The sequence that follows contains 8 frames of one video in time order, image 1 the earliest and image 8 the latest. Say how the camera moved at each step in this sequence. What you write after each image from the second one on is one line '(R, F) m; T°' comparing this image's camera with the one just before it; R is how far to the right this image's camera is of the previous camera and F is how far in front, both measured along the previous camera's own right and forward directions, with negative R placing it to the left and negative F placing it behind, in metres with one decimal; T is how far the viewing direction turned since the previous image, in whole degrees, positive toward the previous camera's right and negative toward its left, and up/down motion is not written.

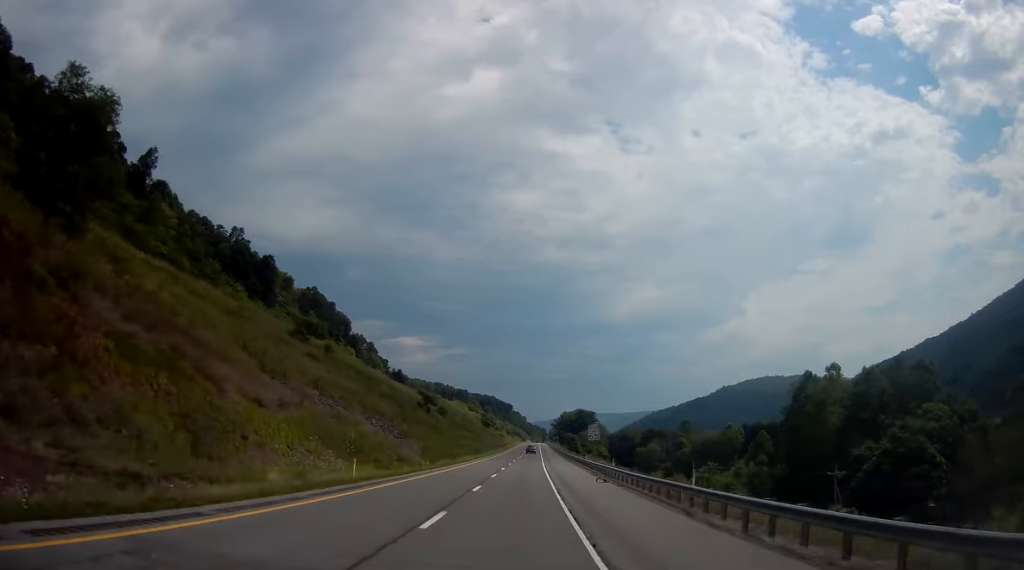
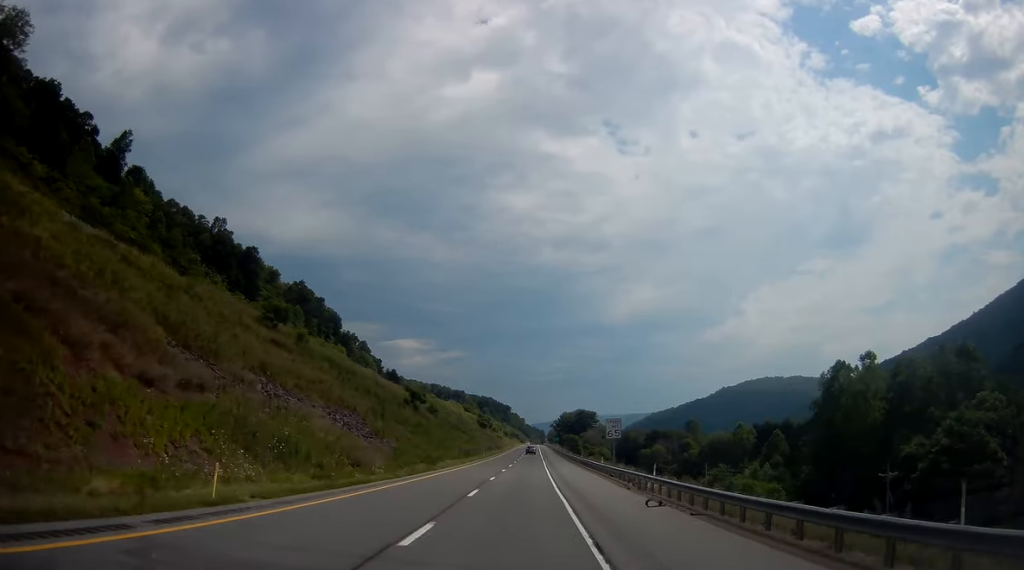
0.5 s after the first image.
(+0.2, +14.9) m; 0°
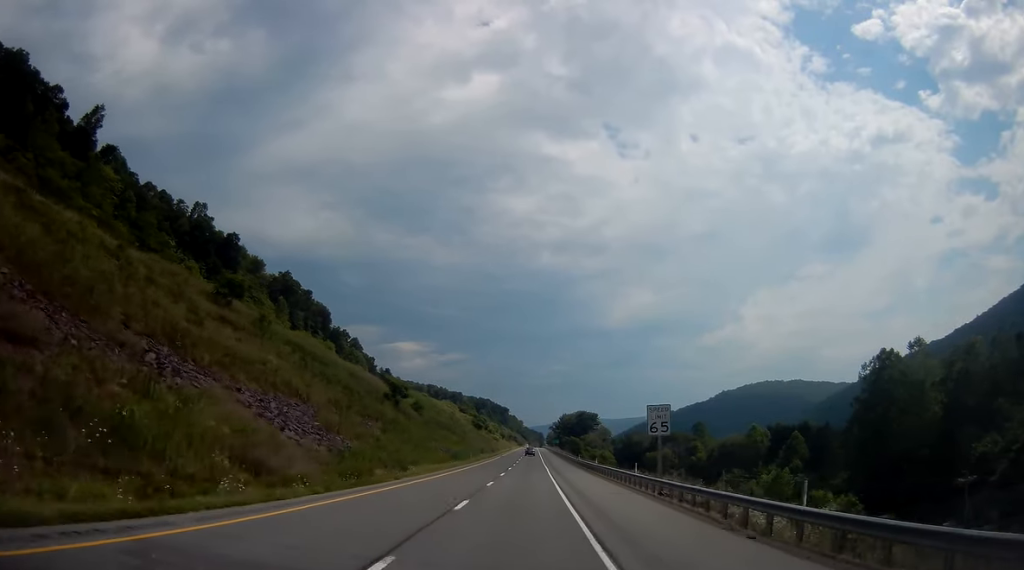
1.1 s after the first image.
(+0.1, +16.9) m; 0°
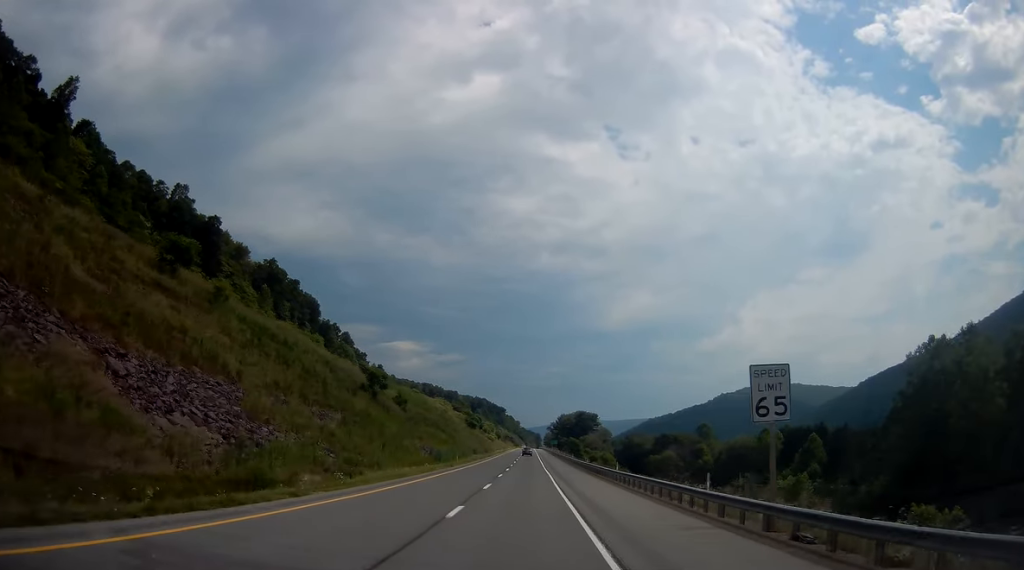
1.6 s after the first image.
(0.0, +14.9) m; 0°
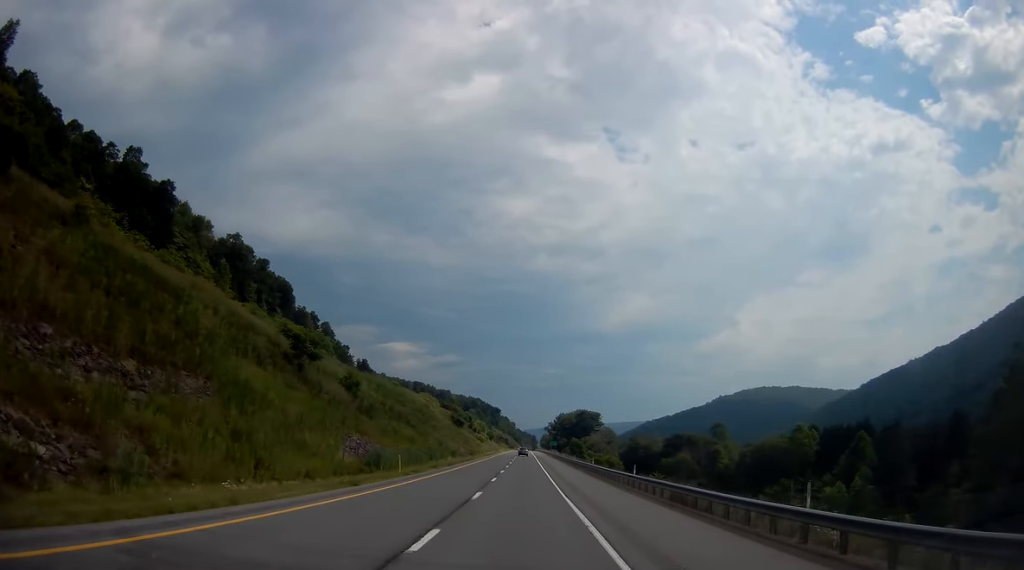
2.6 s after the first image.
(0.0, +30.8) m; 0°
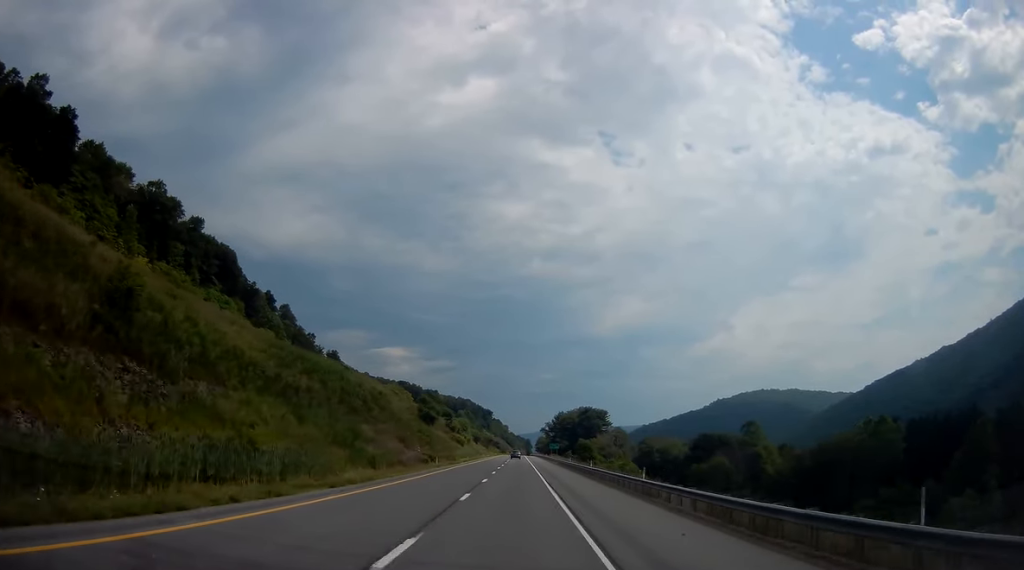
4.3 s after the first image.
(+0.6, +50.7) m; +1°
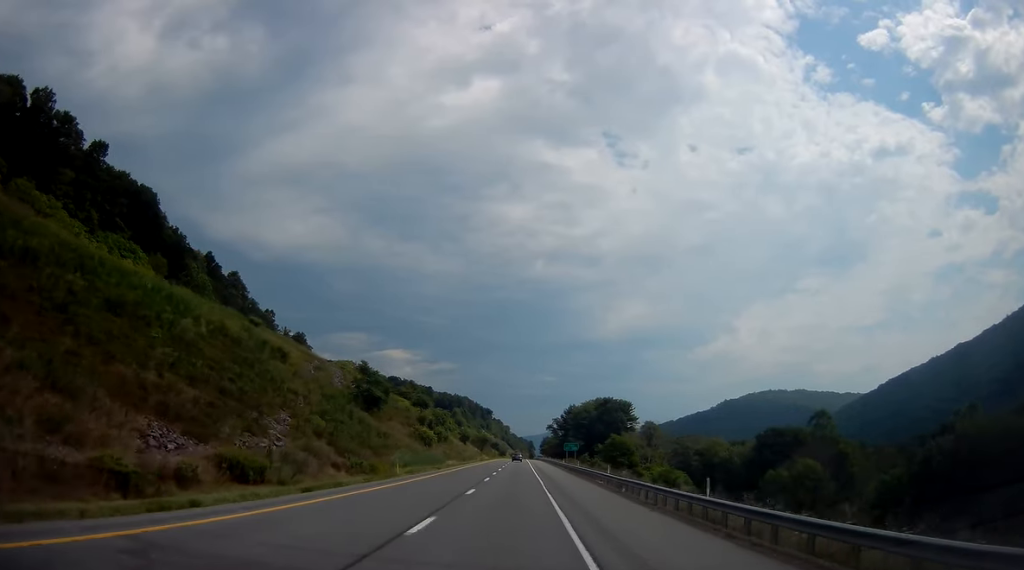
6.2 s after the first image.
(0.0, +57.9) m; 0°
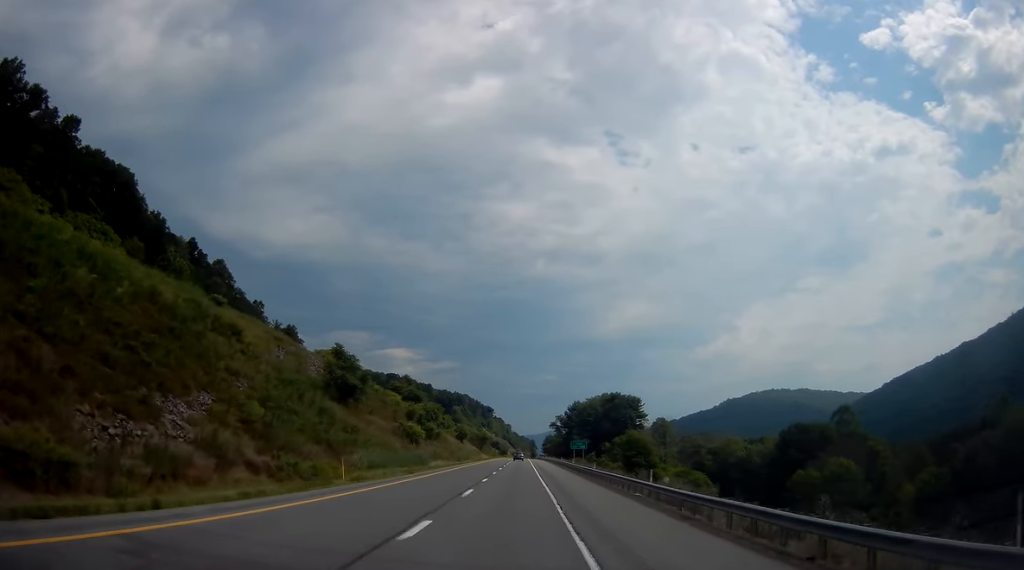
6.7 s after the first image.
(0.0, +14.0) m; 0°
